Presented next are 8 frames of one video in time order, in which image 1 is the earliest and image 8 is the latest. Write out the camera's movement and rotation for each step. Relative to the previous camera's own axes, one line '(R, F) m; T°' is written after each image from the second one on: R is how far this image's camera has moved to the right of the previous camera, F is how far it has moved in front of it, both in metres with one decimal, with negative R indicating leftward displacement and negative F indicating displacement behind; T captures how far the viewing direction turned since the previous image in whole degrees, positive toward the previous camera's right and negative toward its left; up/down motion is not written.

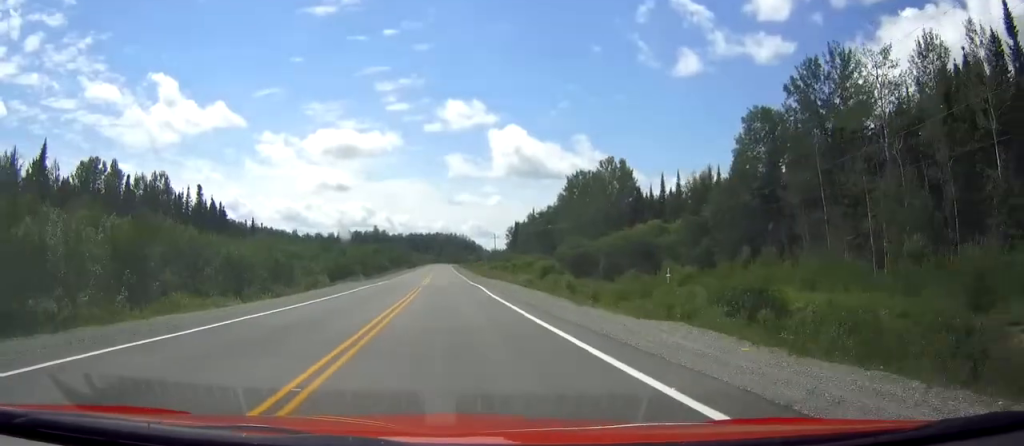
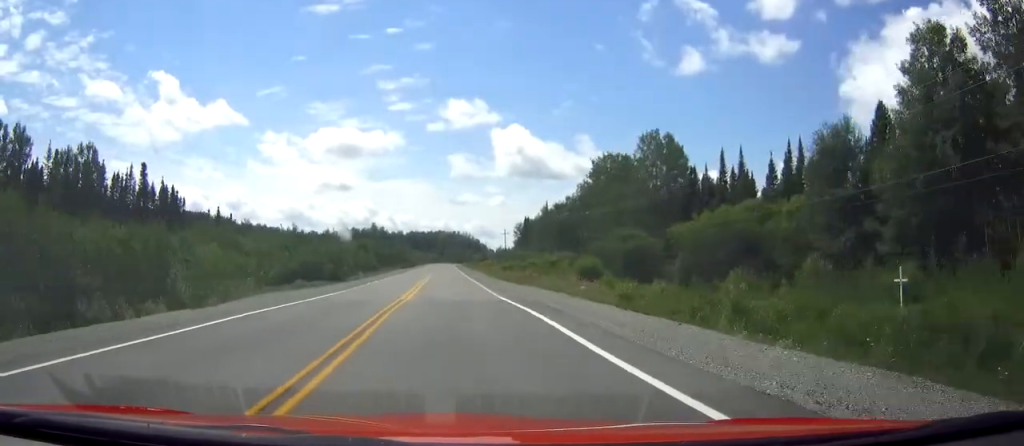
(-0.1, +24.1) m; 0°
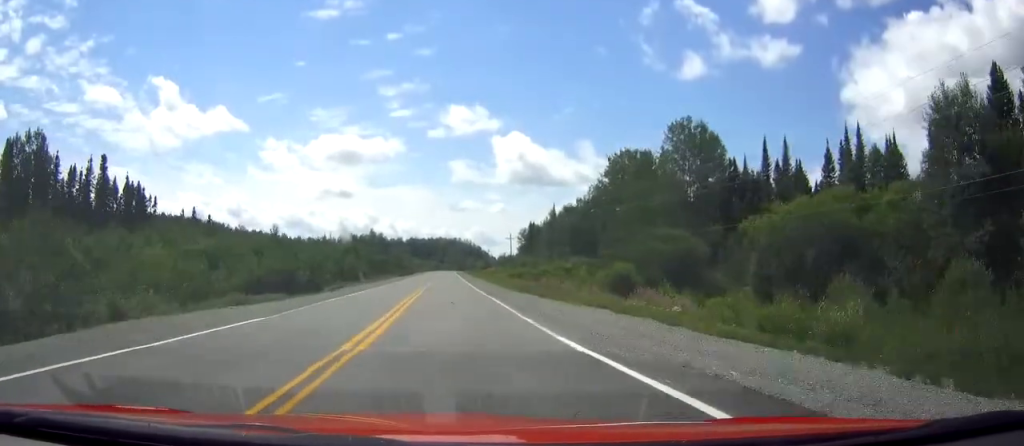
(-0.1, +12.5) m; 0°
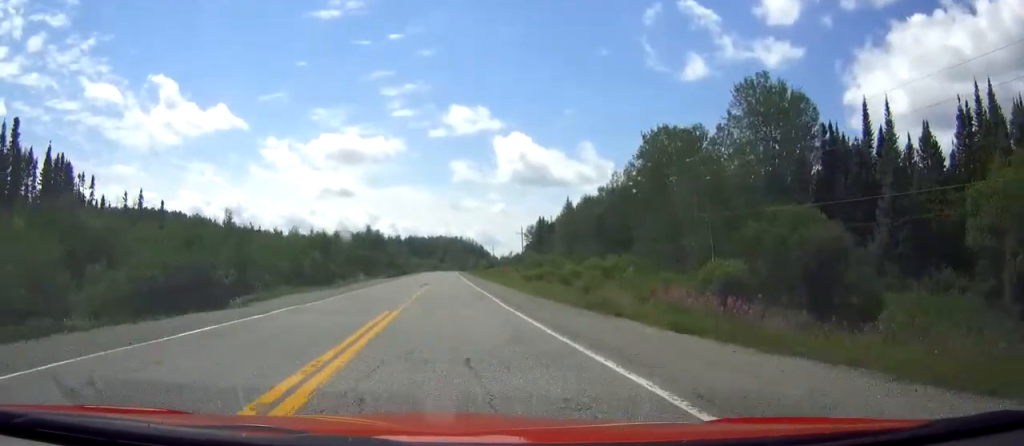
(+0.1, +20.8) m; 0°
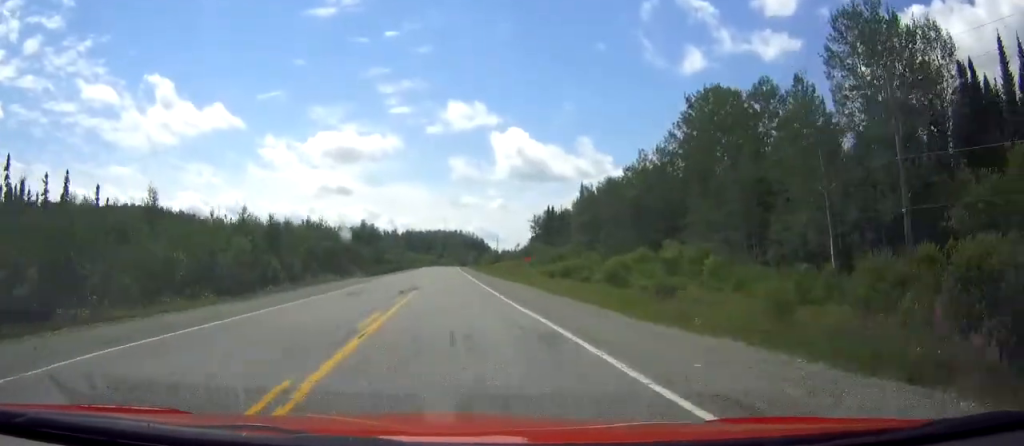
(+0.1, +19.7) m; 0°
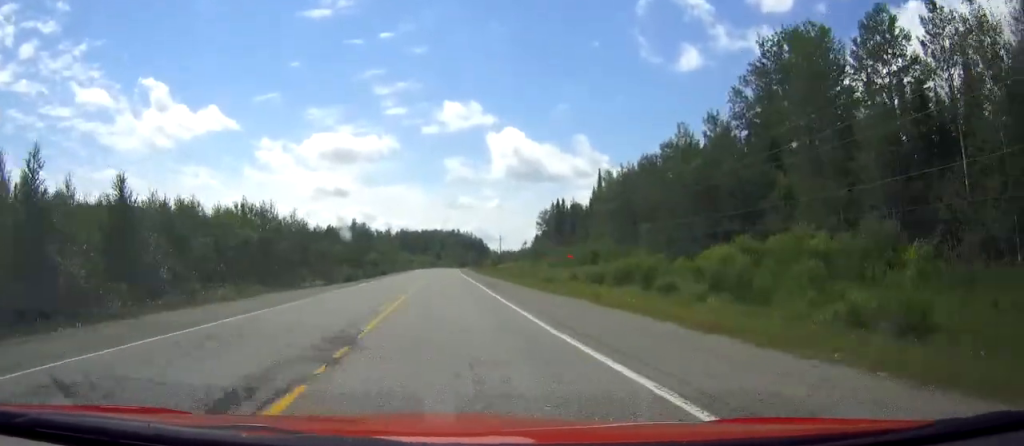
(0.0, +21.7) m; 0°
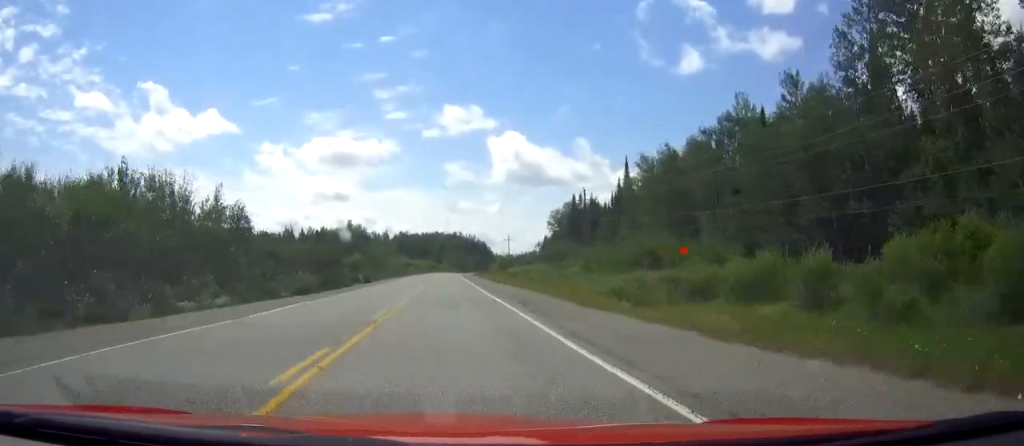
(0.0, +19.5) m; 0°
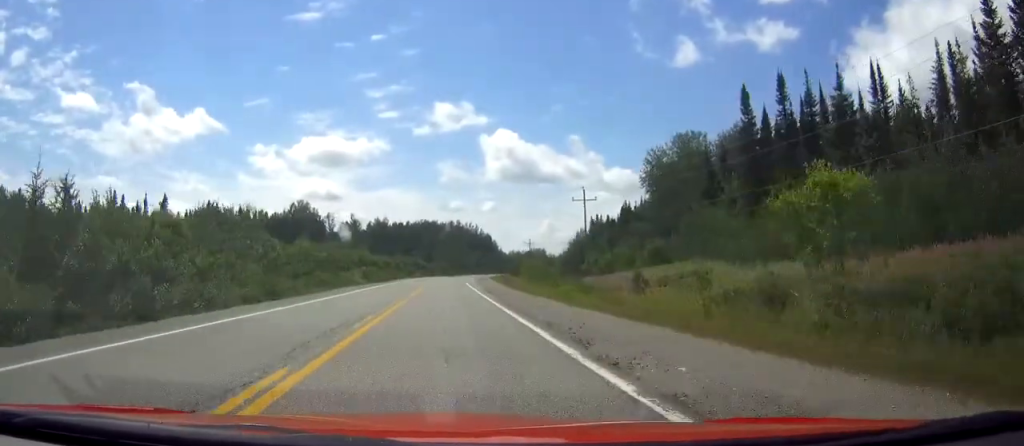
(+0.5, +92.0) m; +1°
